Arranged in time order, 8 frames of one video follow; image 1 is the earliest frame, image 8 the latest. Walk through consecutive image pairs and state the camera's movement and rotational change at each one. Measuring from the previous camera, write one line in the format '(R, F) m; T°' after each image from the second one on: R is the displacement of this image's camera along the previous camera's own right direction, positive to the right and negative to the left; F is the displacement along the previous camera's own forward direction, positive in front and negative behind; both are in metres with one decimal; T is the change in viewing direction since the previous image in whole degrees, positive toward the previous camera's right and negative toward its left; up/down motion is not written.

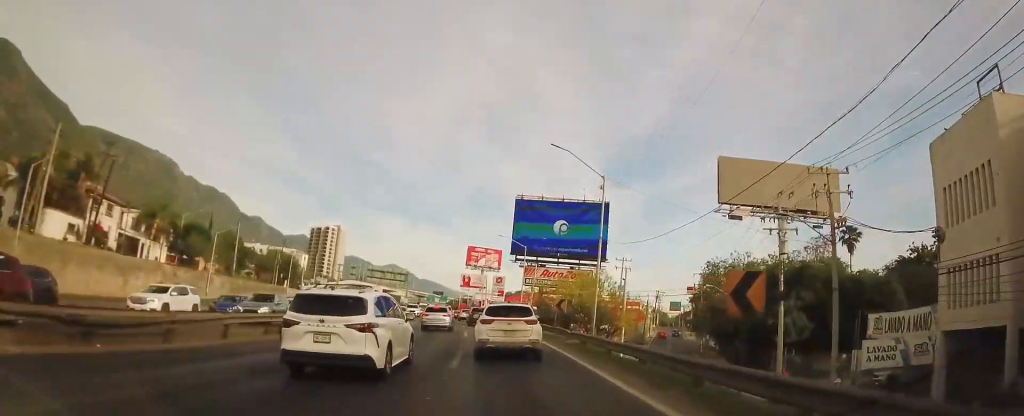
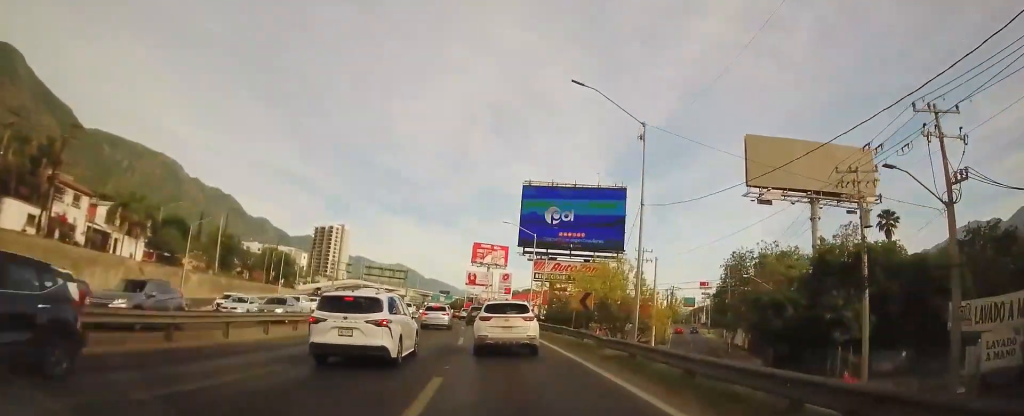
(0.0, +7.0) m; 0°
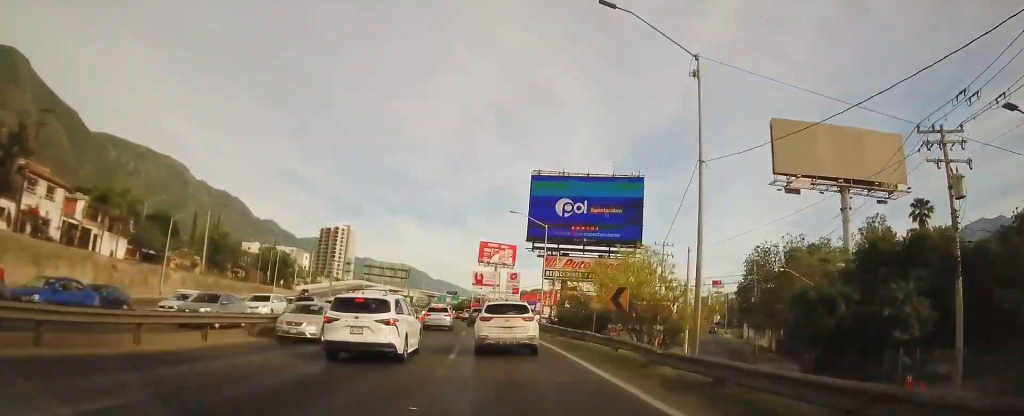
(0.0, +5.2) m; 0°
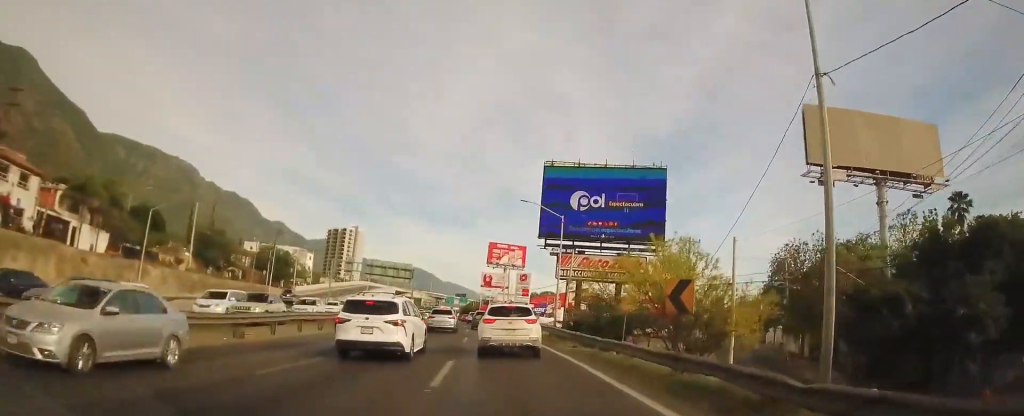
(0.0, +5.2) m; 0°
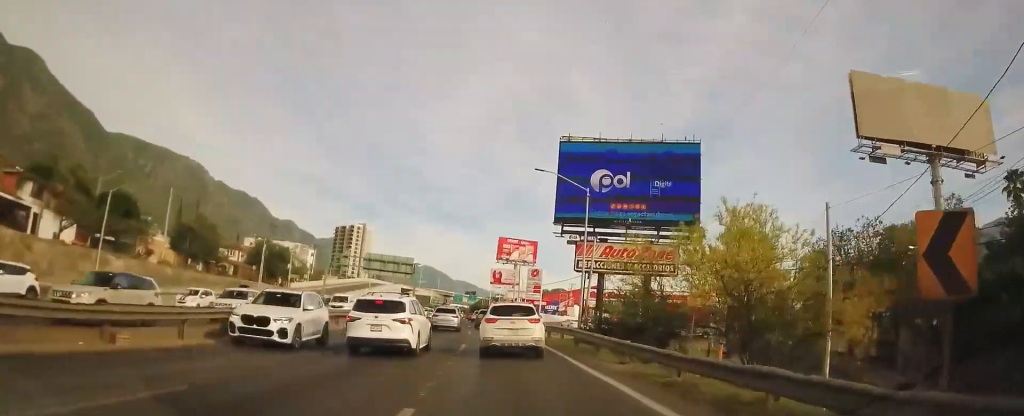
(0.0, +7.2) m; -1°
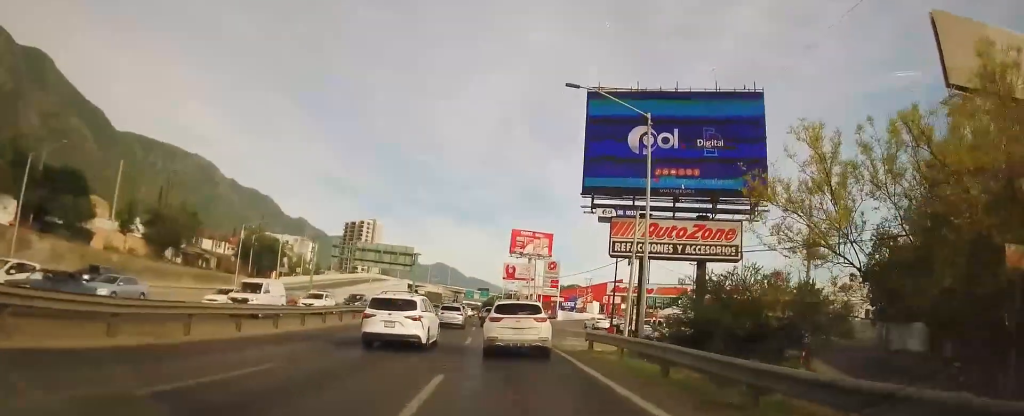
(-0.1, +10.5) m; -2°
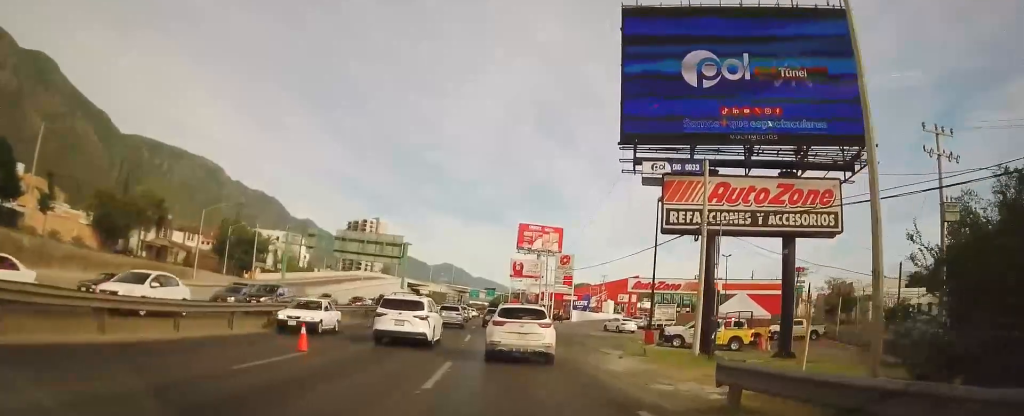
(-0.3, +11.2) m; -3°
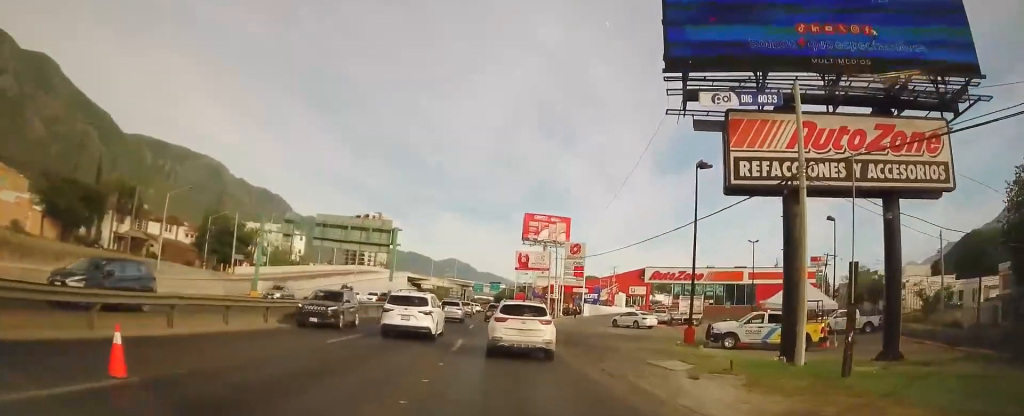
(-0.1, +7.7) m; 0°
